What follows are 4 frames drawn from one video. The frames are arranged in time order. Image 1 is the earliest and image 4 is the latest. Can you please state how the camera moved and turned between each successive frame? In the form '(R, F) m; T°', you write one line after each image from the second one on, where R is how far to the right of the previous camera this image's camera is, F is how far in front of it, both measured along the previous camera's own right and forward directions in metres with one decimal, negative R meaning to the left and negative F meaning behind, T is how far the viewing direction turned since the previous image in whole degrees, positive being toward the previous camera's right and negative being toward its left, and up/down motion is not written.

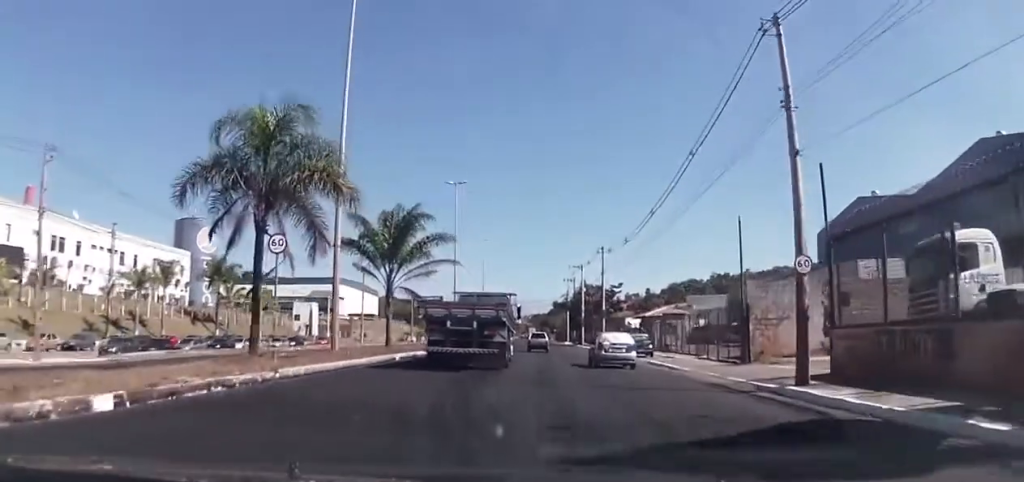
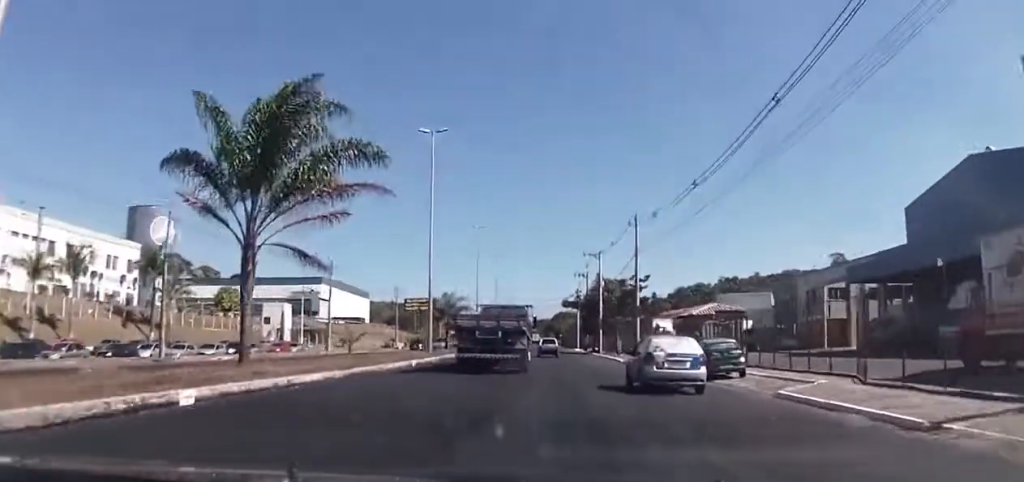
(-0.3, +18.9) m; -2°
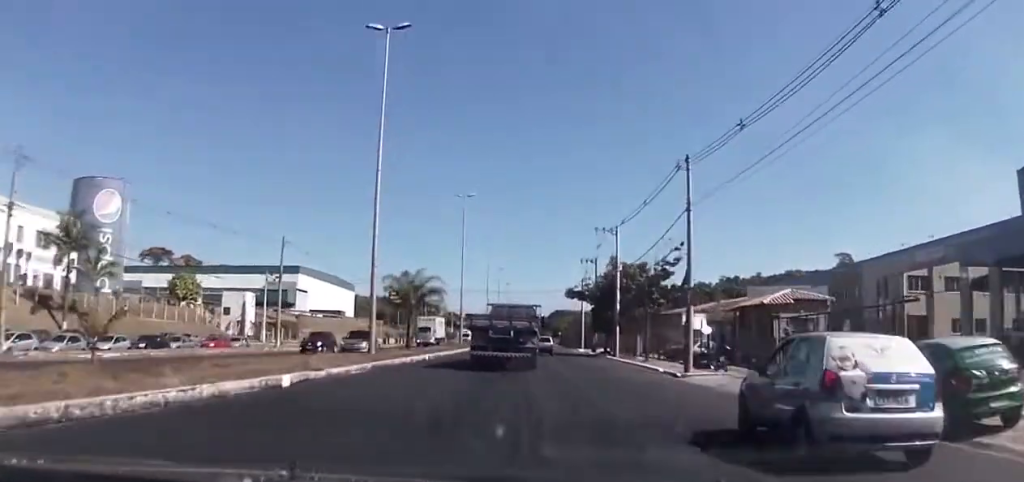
(0.0, +16.5) m; +1°
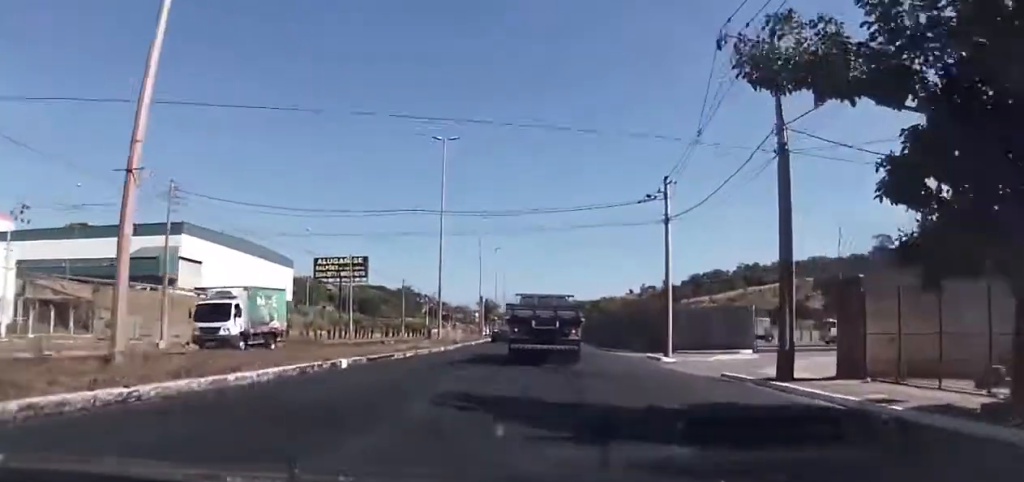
(+1.1, +67.4) m; +1°
